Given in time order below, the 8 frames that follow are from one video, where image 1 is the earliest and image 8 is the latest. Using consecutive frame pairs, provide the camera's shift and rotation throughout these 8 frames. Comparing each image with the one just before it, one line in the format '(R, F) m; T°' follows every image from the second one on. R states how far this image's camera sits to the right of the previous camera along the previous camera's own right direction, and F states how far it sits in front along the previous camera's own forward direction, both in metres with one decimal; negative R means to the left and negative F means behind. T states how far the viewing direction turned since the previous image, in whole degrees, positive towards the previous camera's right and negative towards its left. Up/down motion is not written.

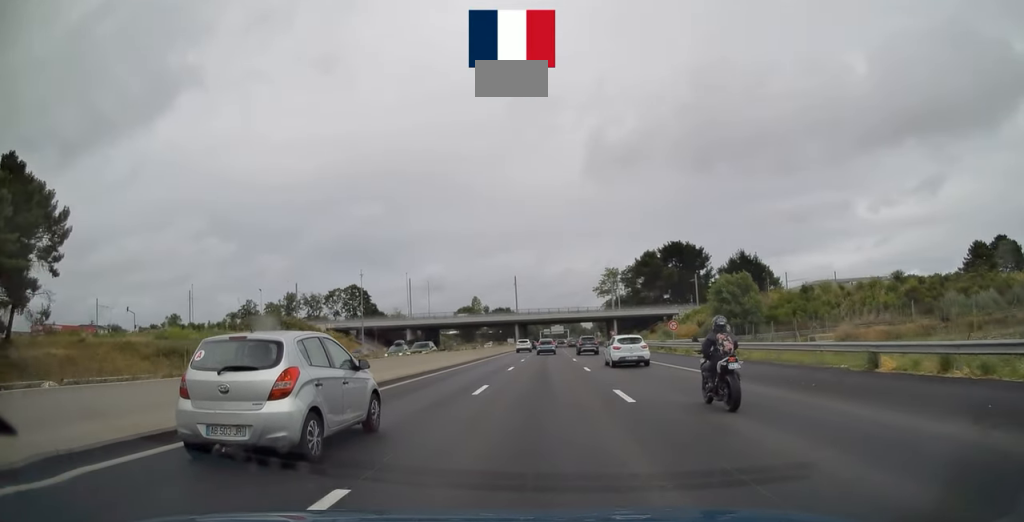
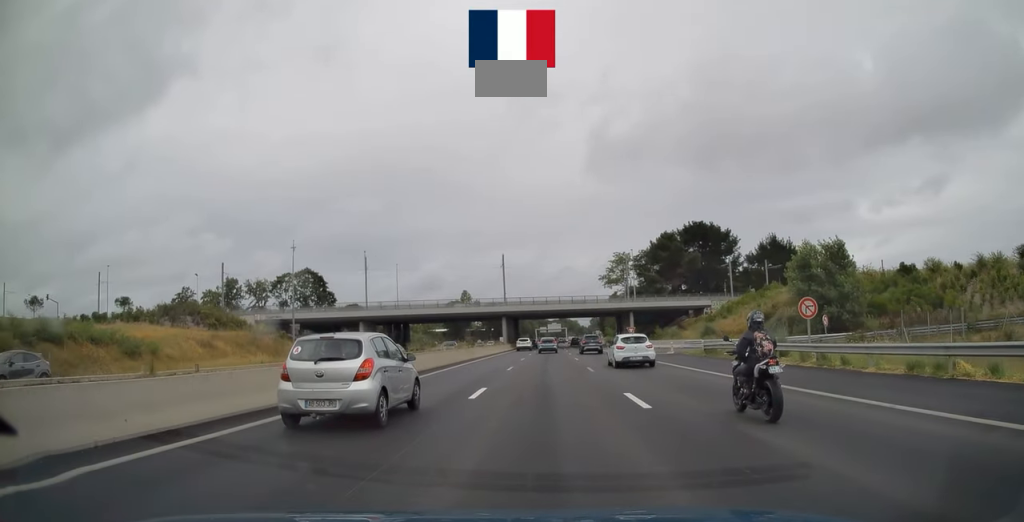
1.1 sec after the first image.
(+0.1, +27.4) m; 0°
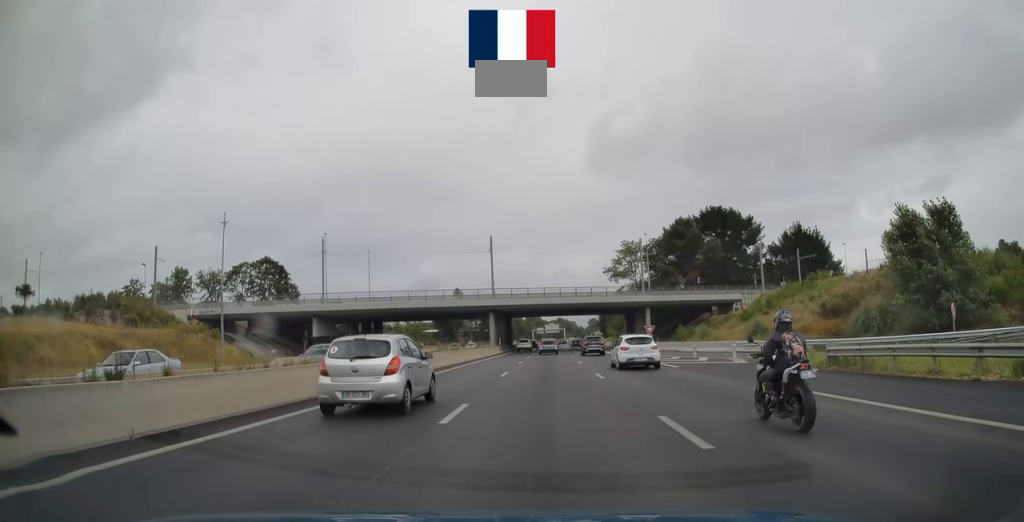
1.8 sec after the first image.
(0.0, +17.1) m; 0°
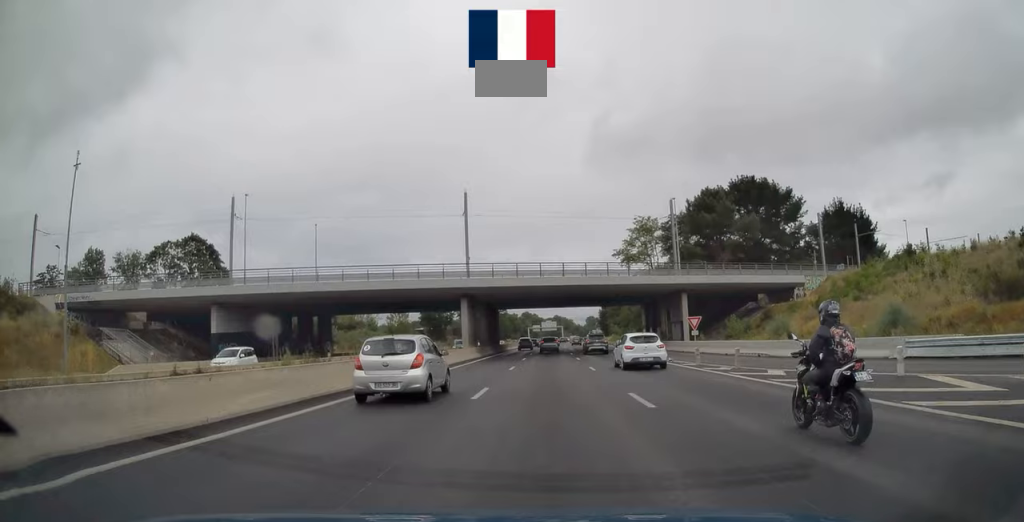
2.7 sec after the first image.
(-0.1, +22.1) m; 0°
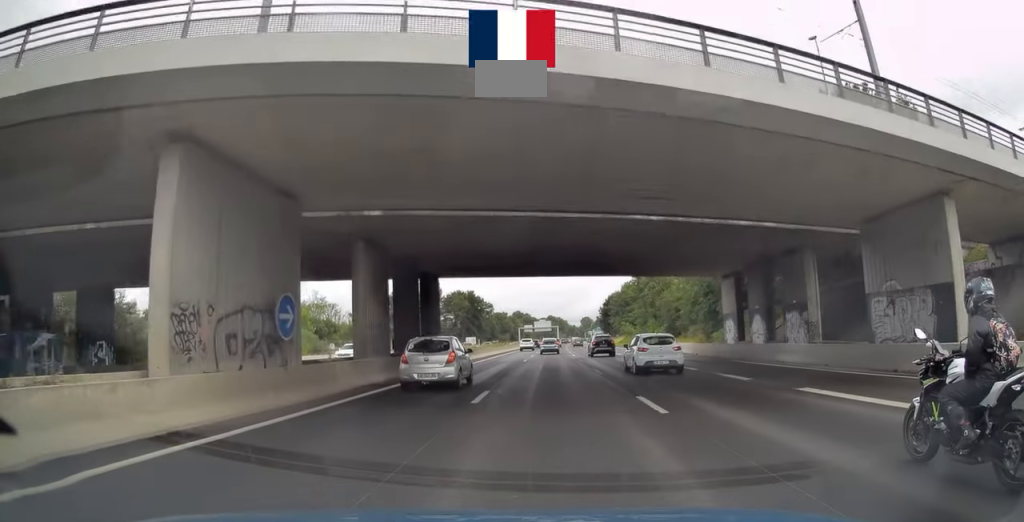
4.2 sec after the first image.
(+0.6, +39.6) m; +1°
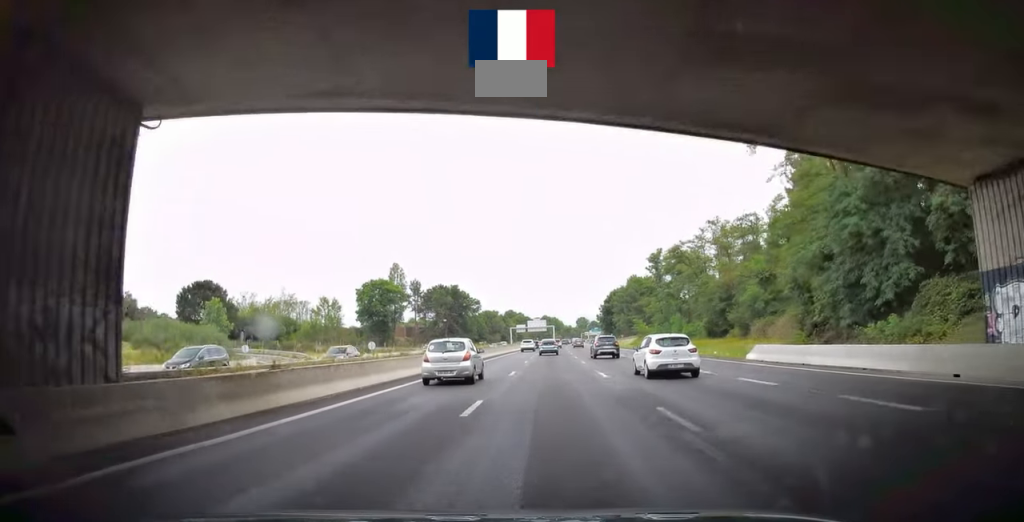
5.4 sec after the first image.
(0.0, +28.1) m; 0°
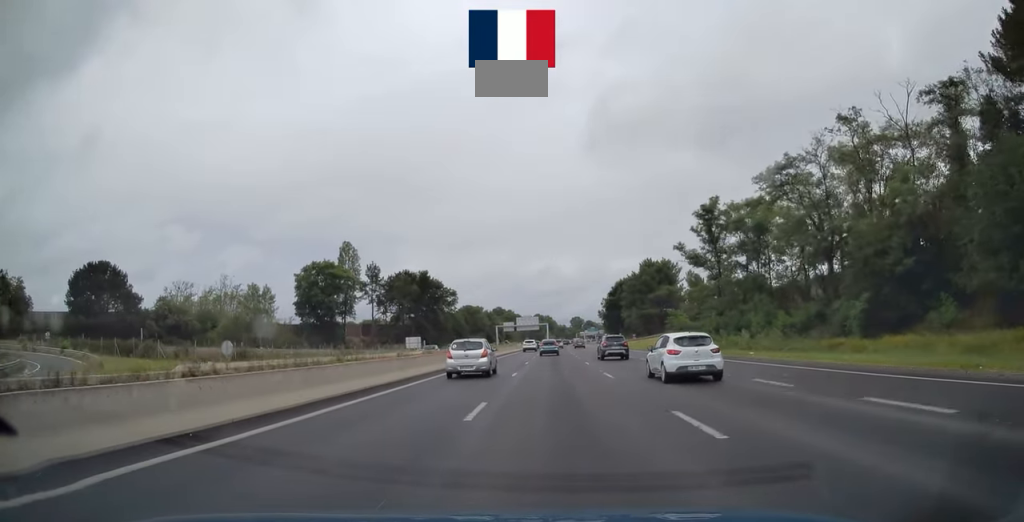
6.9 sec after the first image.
(+0.5, +39.6) m; +1°
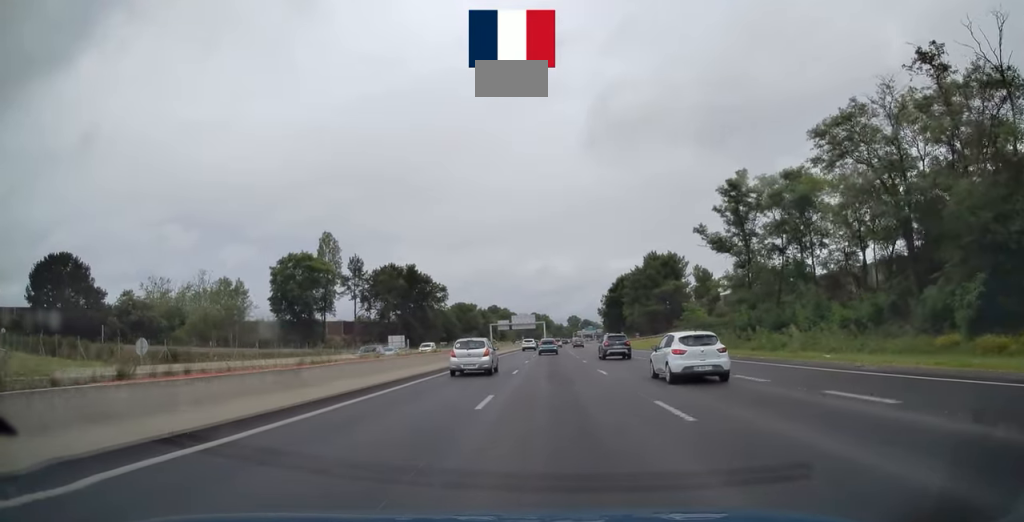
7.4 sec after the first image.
(+0.1, +11.3) m; 0°
